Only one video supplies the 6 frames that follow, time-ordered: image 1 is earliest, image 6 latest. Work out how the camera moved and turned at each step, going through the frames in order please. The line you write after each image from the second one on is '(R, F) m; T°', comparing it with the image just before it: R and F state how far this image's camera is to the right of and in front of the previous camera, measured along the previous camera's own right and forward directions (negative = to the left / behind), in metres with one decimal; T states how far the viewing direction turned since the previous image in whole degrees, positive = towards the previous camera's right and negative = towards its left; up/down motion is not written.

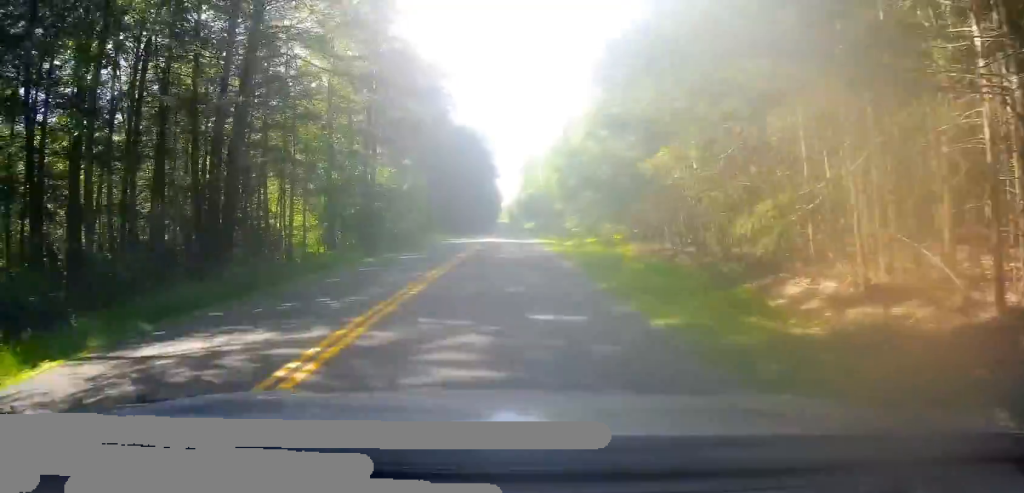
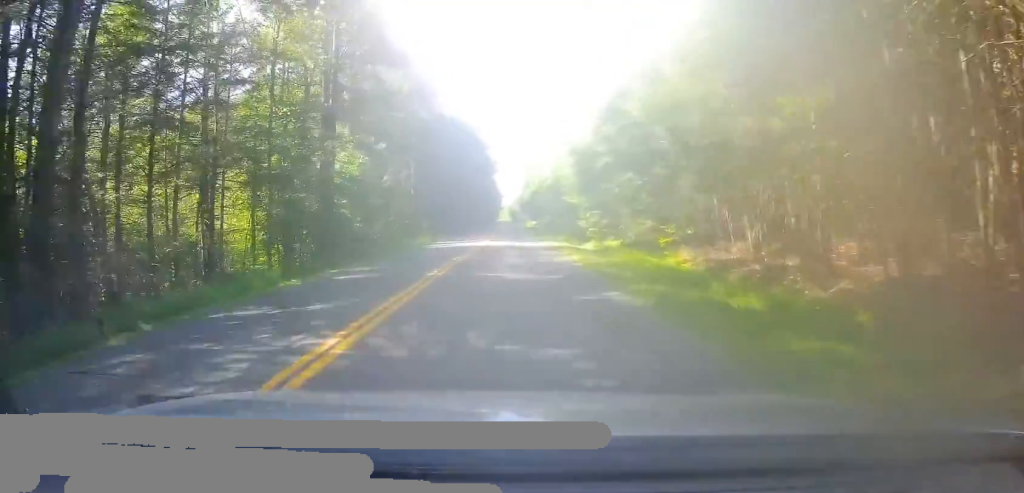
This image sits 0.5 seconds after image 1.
(-0.1, +9.3) m; -1°
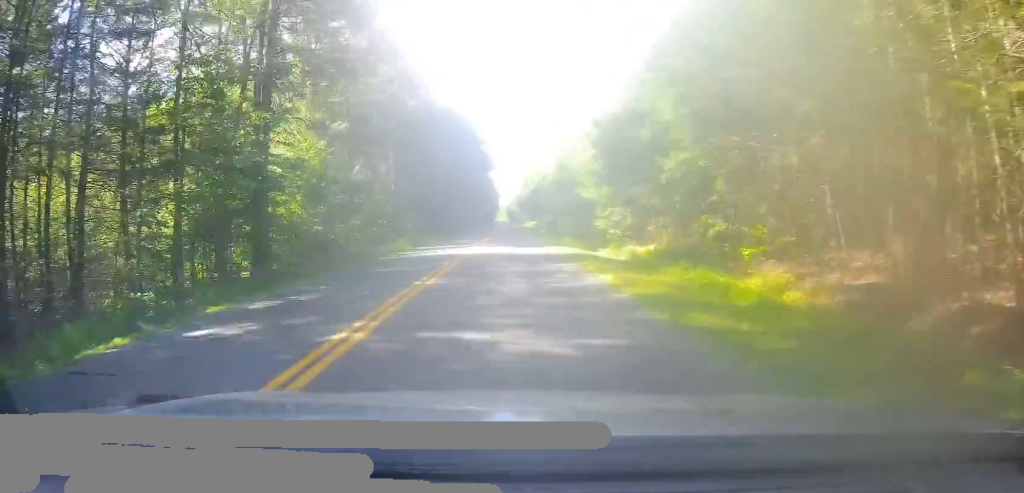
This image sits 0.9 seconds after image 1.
(0.0, +8.2) m; 0°
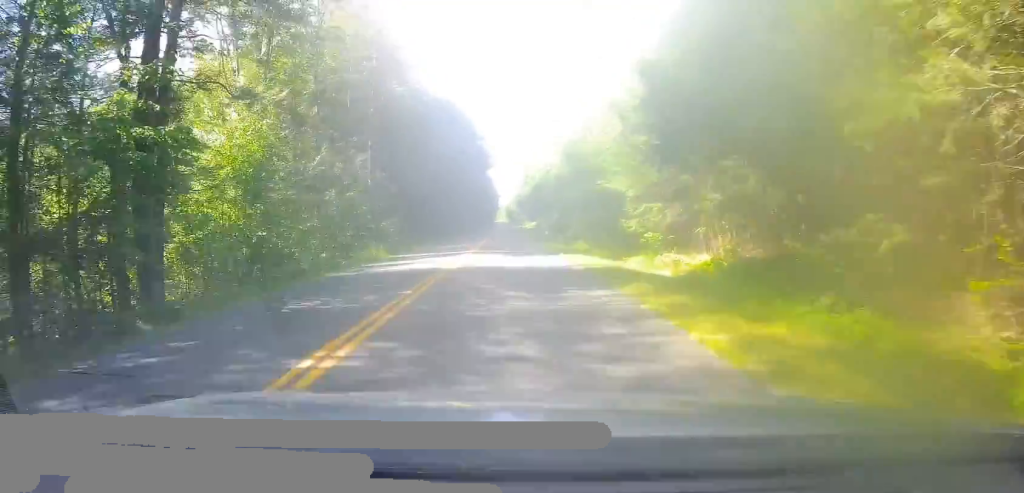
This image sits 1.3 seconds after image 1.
(0.0, +7.6) m; 0°
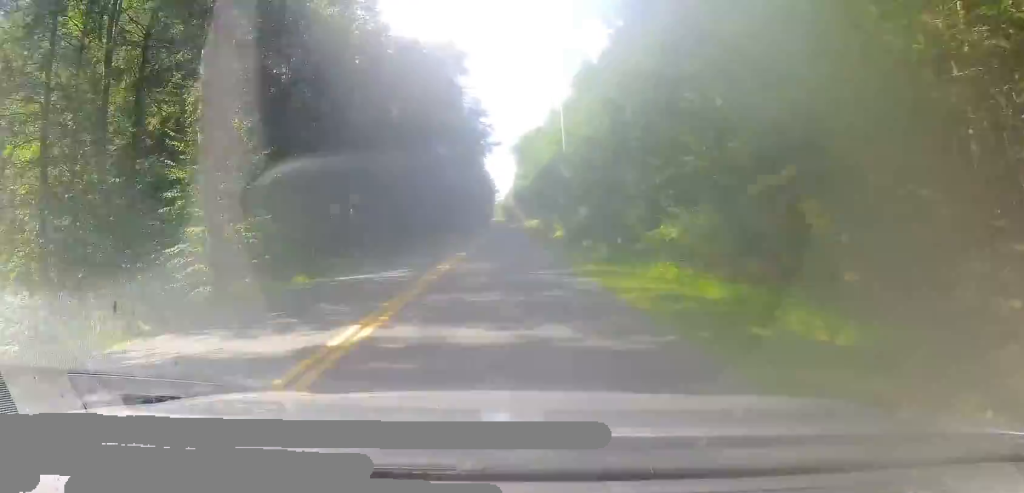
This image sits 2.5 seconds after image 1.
(0.0, +22.3) m; -1°
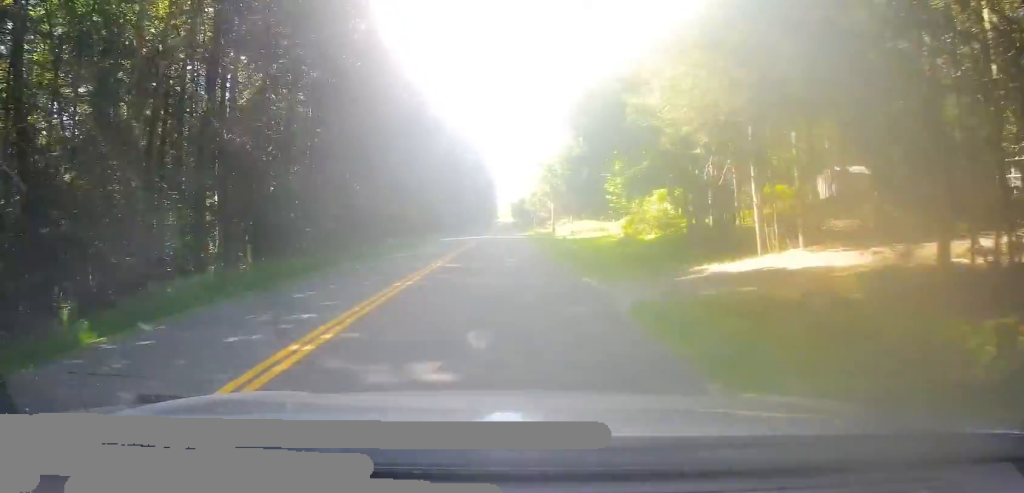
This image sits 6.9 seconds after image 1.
(+0.7, +83.3) m; +1°
